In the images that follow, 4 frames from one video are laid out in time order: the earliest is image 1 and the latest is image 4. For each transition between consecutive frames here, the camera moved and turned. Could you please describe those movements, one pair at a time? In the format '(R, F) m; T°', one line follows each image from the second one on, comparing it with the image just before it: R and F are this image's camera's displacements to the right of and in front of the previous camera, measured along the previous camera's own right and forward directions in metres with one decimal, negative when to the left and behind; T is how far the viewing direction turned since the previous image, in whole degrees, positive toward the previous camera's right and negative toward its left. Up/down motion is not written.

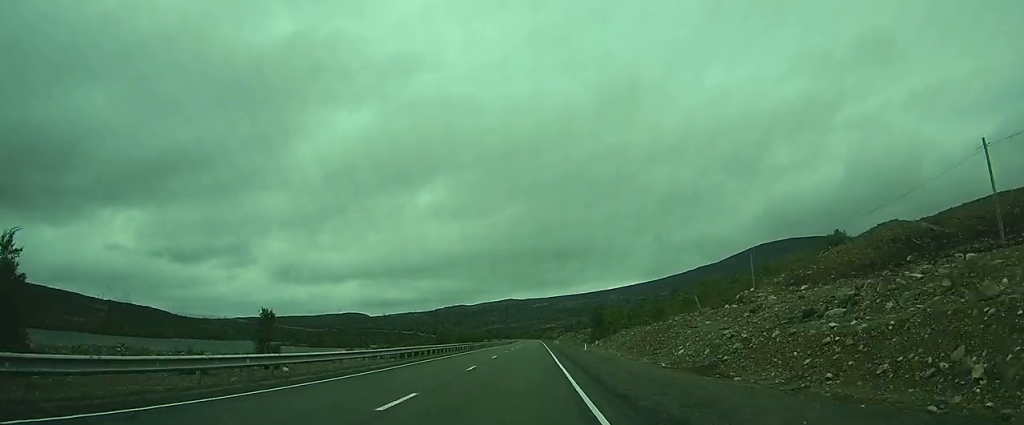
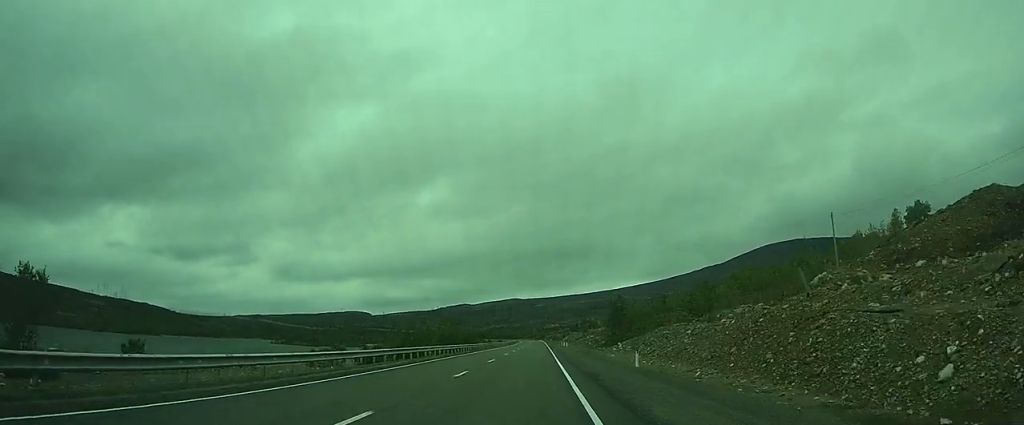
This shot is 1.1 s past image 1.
(-0.2, +27.4) m; -1°
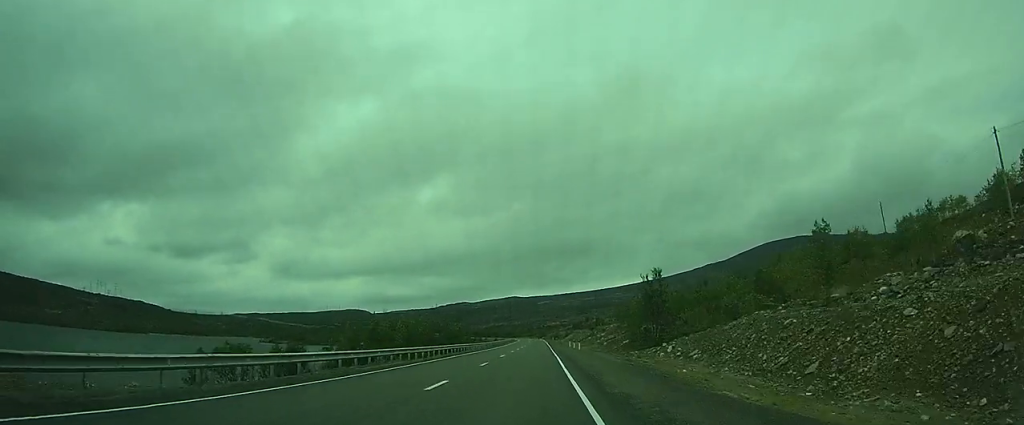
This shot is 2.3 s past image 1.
(-0.1, +29.2) m; -1°
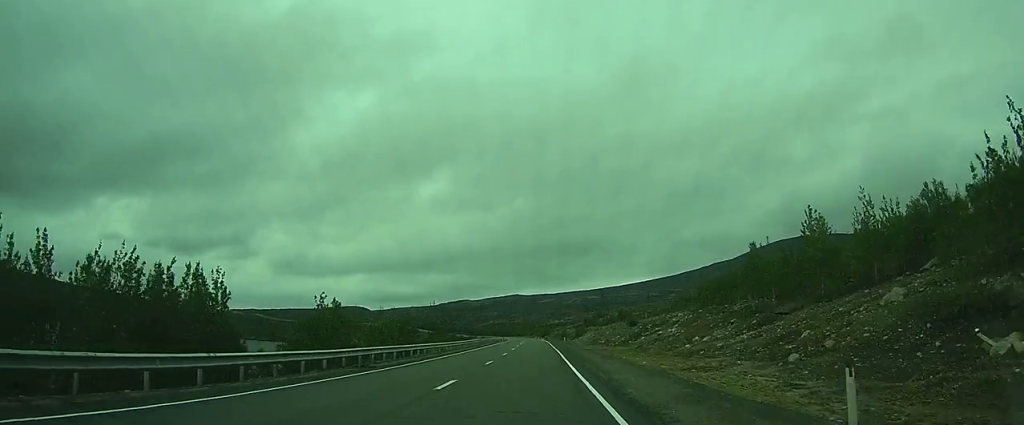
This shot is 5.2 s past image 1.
(-1.6, +73.7) m; -1°
